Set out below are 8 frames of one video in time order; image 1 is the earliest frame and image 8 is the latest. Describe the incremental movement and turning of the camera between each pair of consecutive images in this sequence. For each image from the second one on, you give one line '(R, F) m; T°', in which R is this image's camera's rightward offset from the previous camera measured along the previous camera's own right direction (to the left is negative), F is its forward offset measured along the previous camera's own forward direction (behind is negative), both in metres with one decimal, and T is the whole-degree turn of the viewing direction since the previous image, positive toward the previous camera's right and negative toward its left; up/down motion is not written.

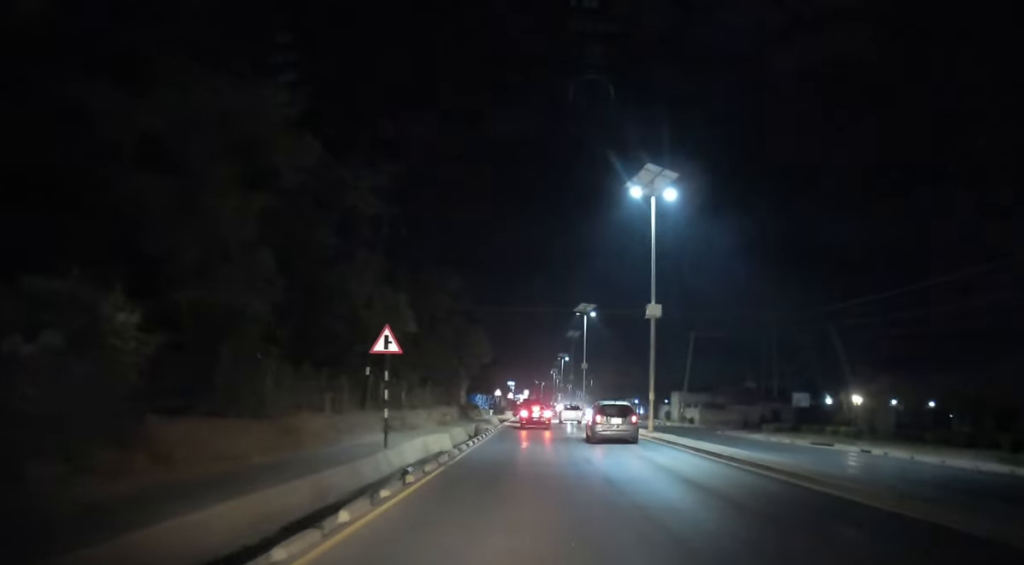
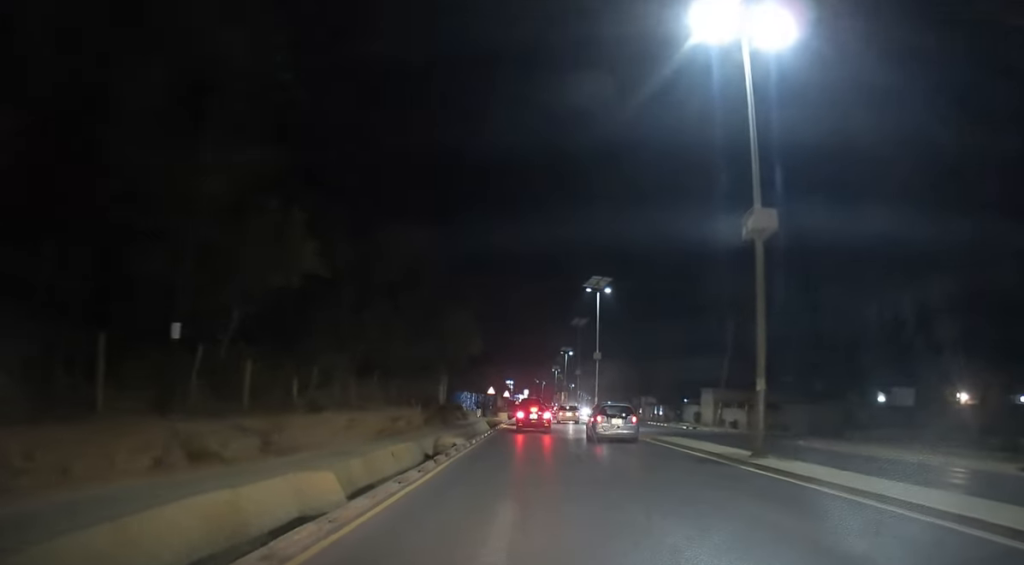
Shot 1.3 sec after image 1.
(+0.1, +16.7) m; -1°
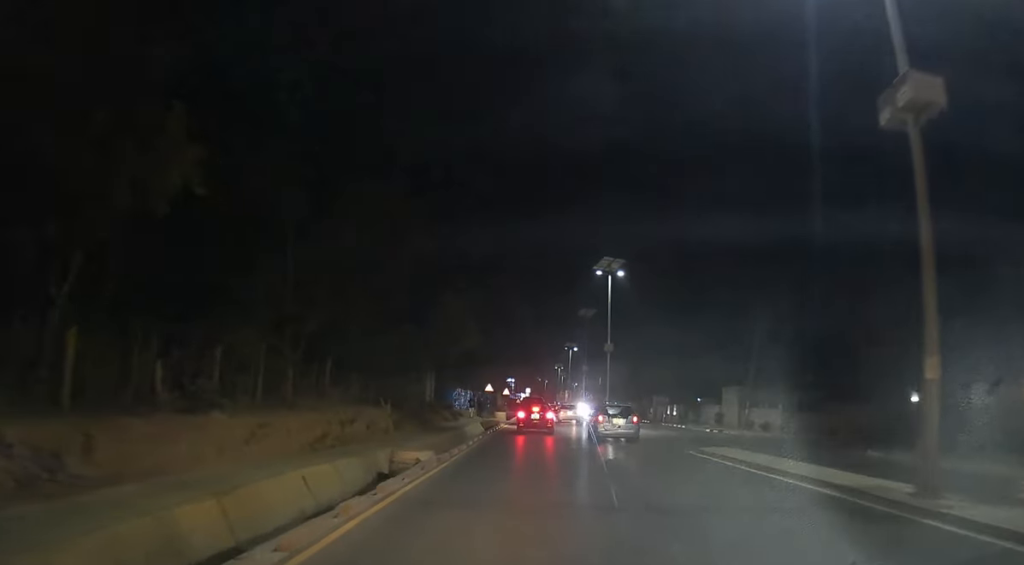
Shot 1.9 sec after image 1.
(-0.1, +7.8) m; 0°
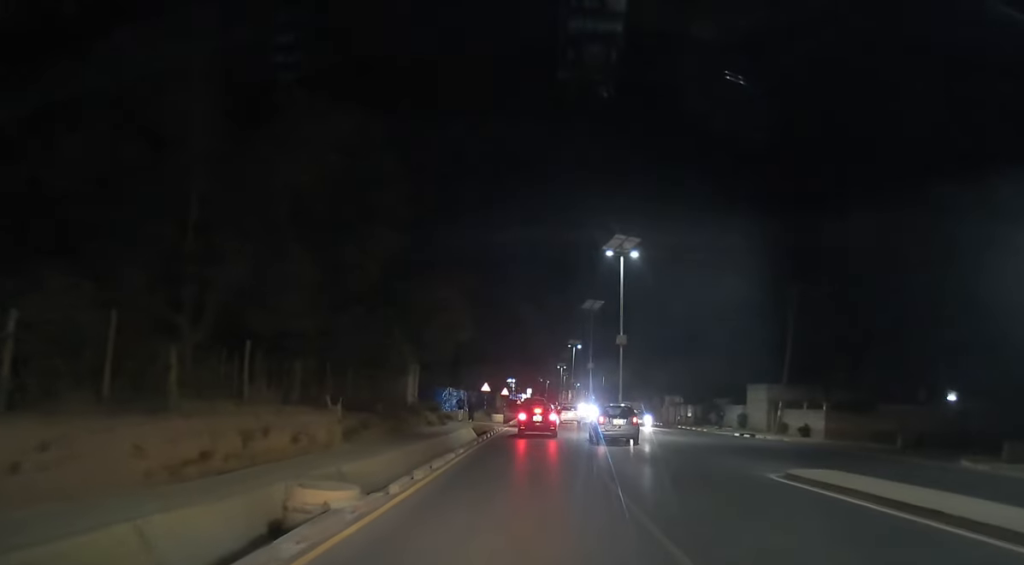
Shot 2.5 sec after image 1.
(-0.1, +7.5) m; 0°
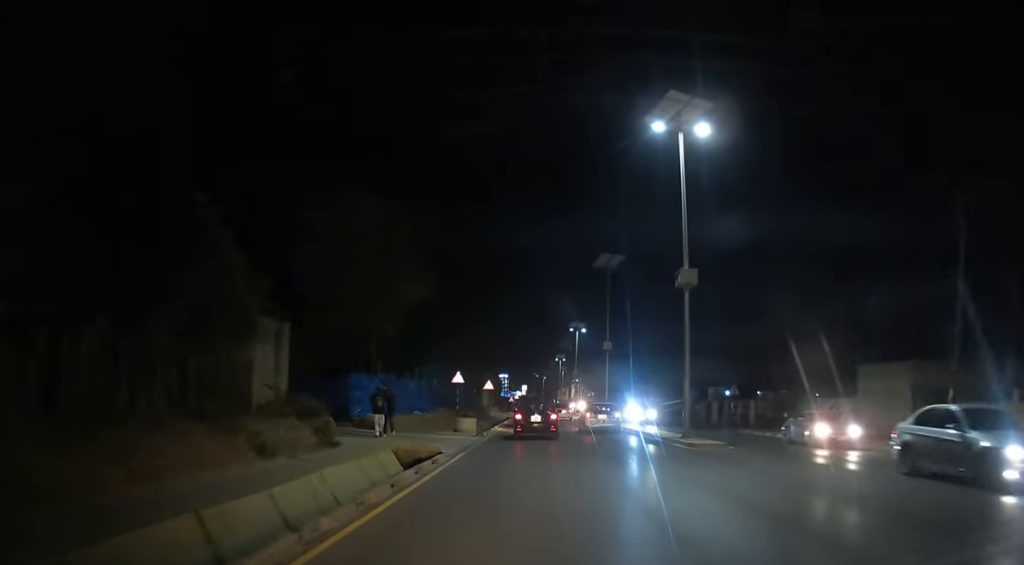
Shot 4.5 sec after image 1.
(+0.4, +22.8) m; +1°
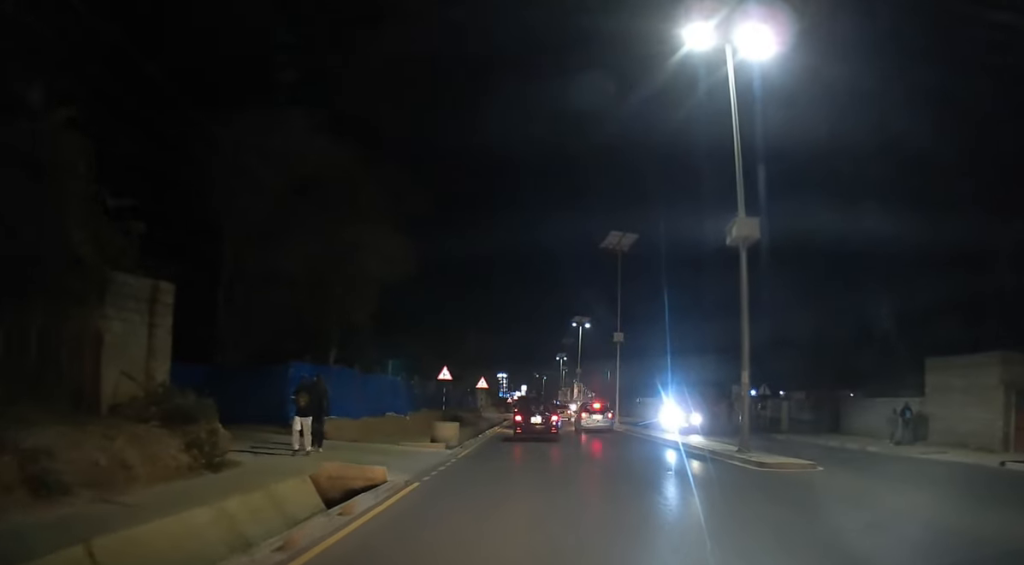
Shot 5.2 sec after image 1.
(0.0, +7.2) m; 0°
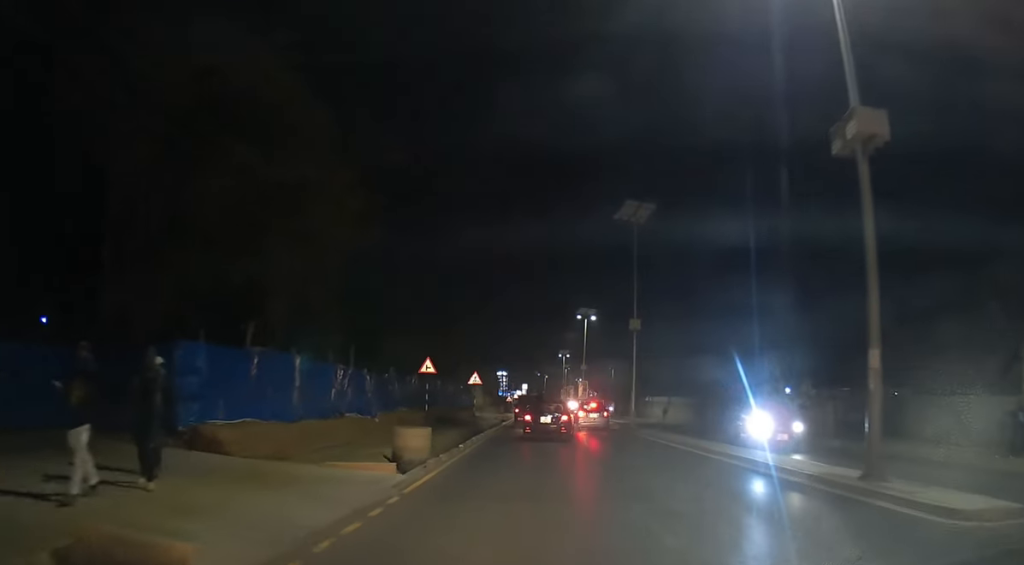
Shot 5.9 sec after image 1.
(0.0, +7.3) m; 0°
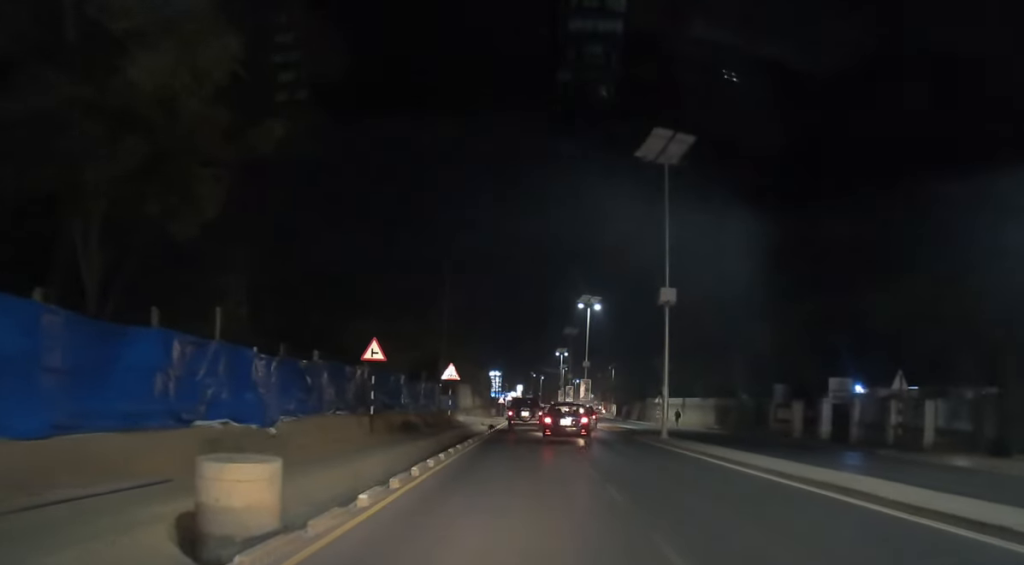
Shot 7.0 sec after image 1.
(-0.1, +10.9) m; -1°
